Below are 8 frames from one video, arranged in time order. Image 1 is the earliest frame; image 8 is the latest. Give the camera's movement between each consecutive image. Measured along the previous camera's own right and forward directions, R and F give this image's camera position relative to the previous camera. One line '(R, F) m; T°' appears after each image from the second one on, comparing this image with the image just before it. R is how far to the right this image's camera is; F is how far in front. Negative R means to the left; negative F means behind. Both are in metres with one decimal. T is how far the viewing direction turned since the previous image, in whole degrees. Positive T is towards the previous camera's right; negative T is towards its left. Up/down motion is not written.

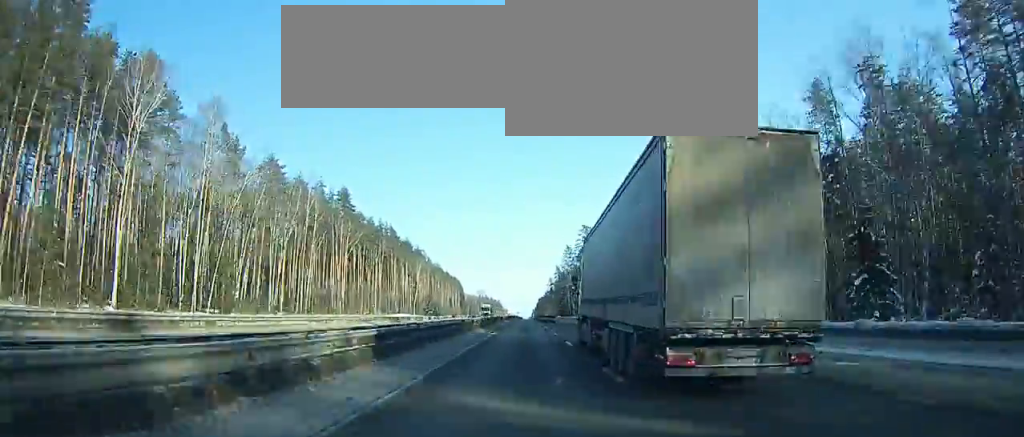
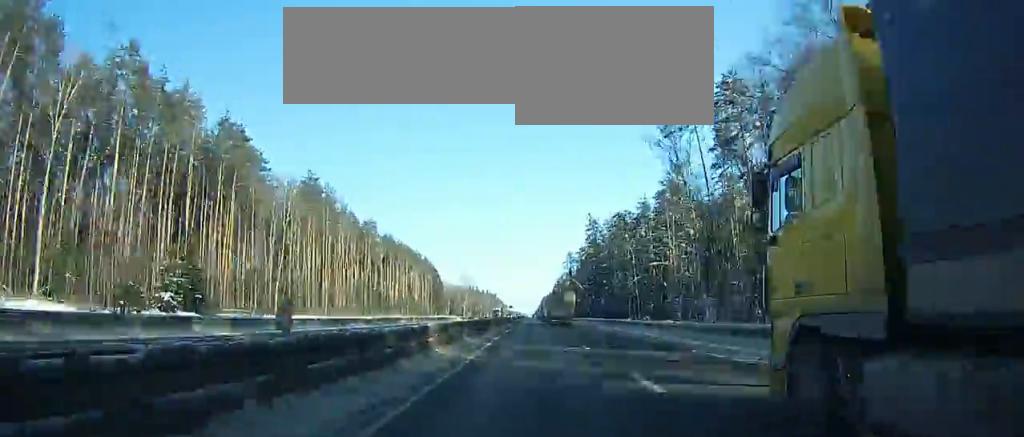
(+0.2, +148.0) m; 0°
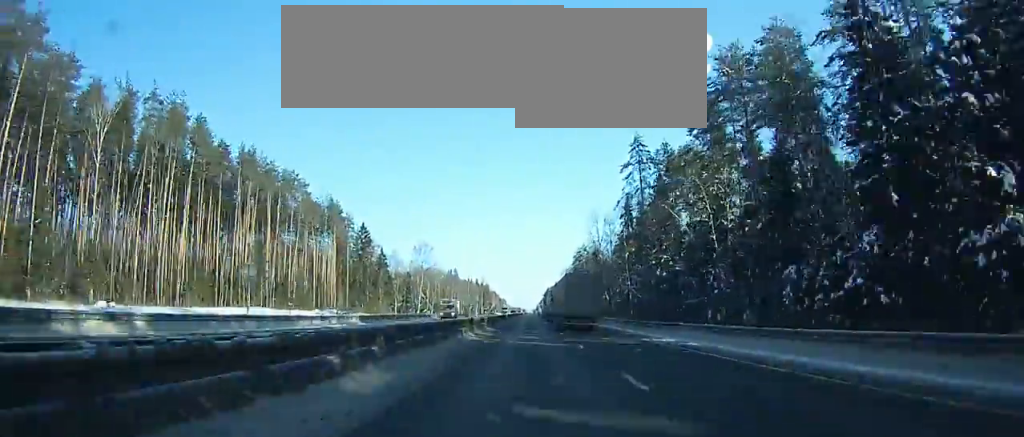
(+0.6, +145.7) m; 0°
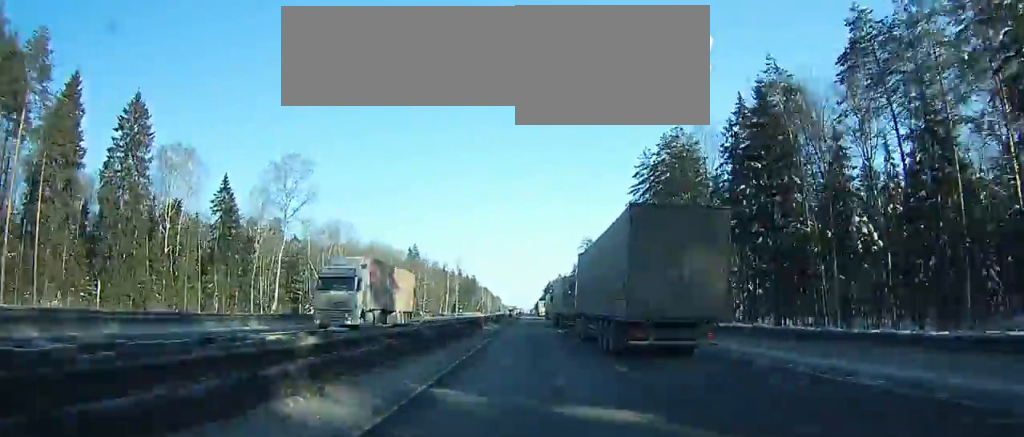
(-0.1, +118.8) m; 0°
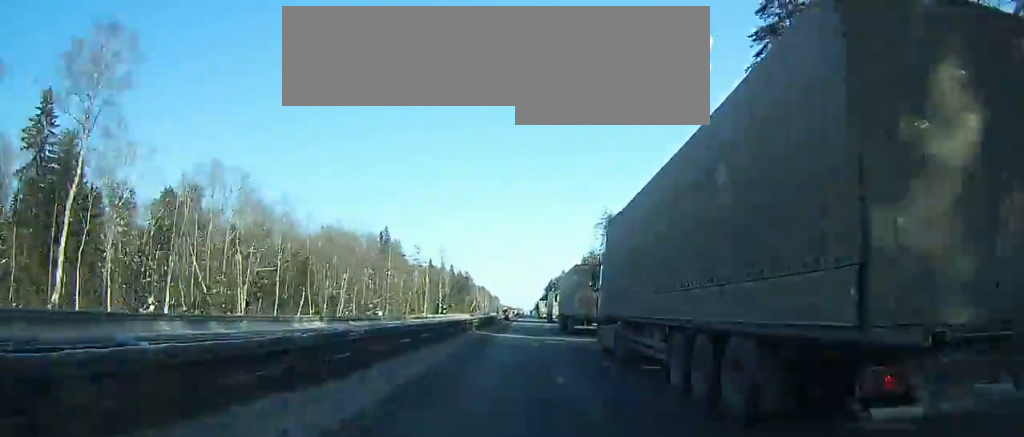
(0.0, +47.4) m; 0°
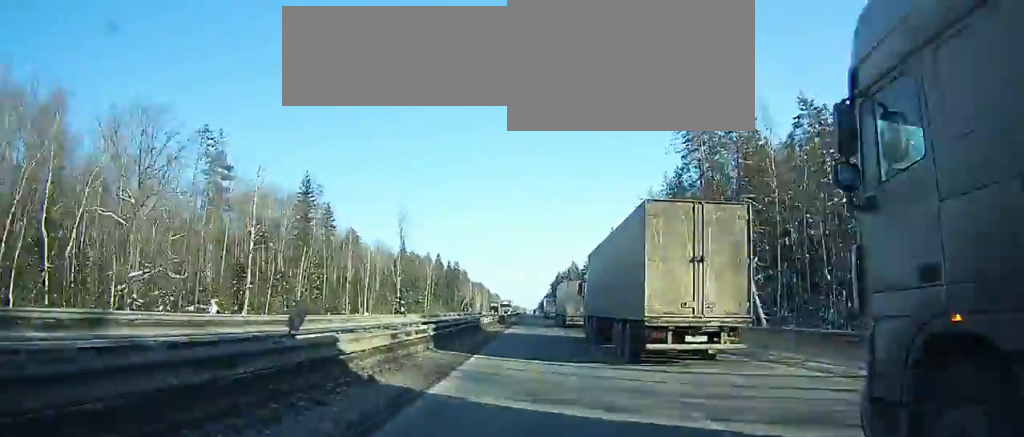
(-0.1, +70.2) m; 0°
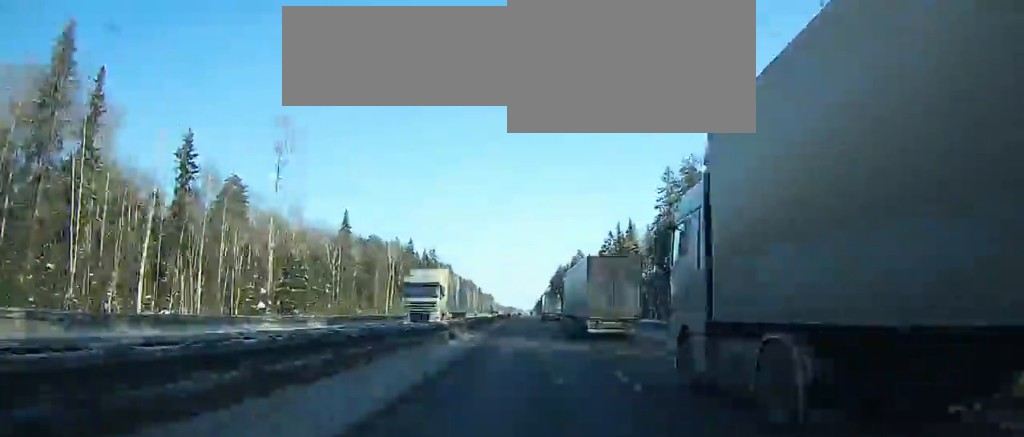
(+0.1, +67.5) m; 0°
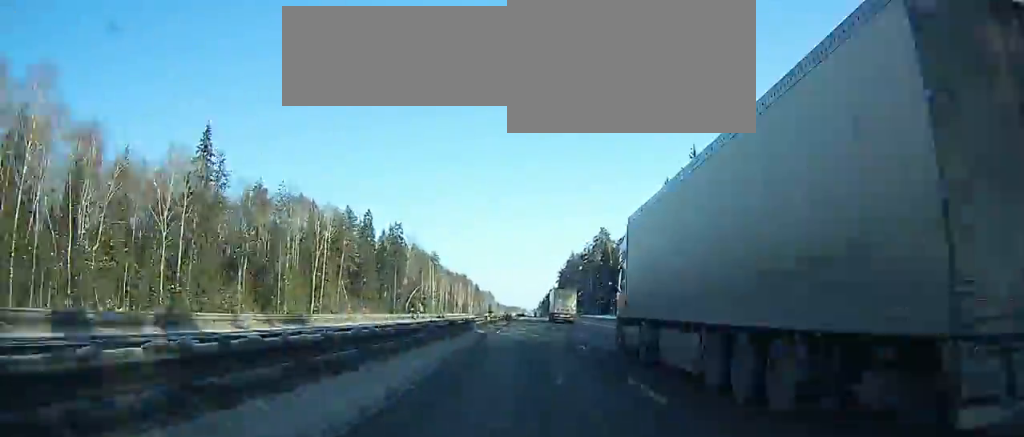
(+0.1, +74.5) m; 0°
